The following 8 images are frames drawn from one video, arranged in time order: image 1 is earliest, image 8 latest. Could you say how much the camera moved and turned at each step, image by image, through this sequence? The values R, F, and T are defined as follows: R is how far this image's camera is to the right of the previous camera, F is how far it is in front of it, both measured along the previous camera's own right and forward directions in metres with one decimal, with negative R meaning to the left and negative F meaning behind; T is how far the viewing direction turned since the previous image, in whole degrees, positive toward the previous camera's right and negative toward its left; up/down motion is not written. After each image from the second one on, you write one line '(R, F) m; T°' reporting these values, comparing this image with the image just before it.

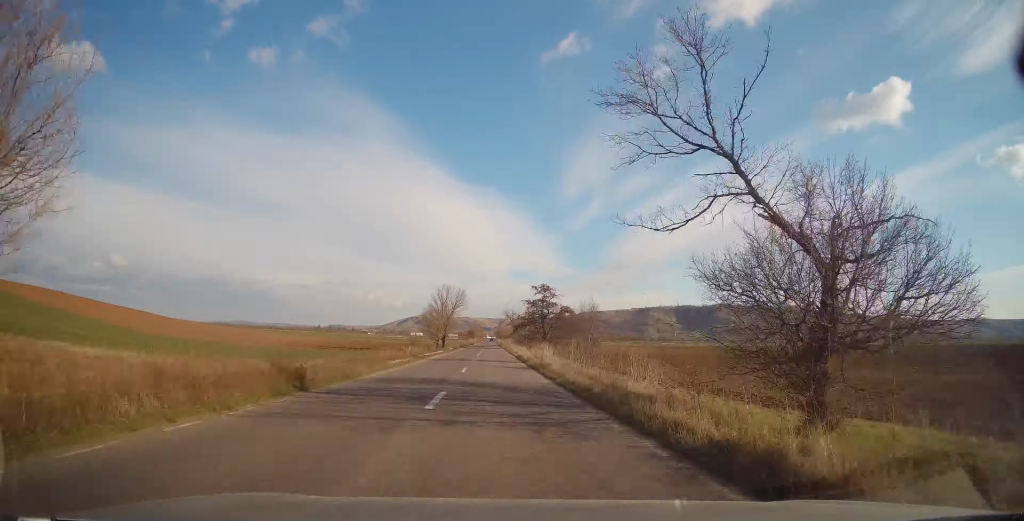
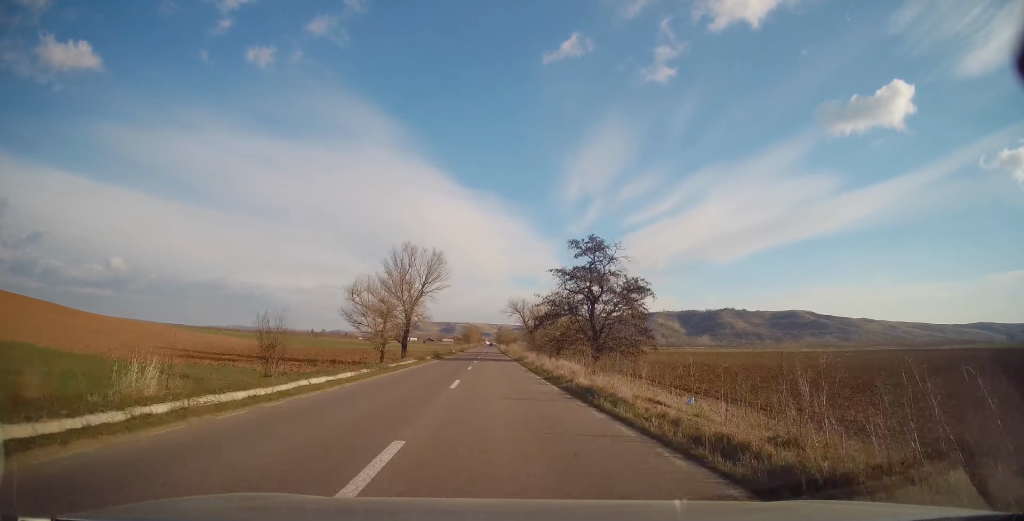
(+0.4, +42.5) m; +1°
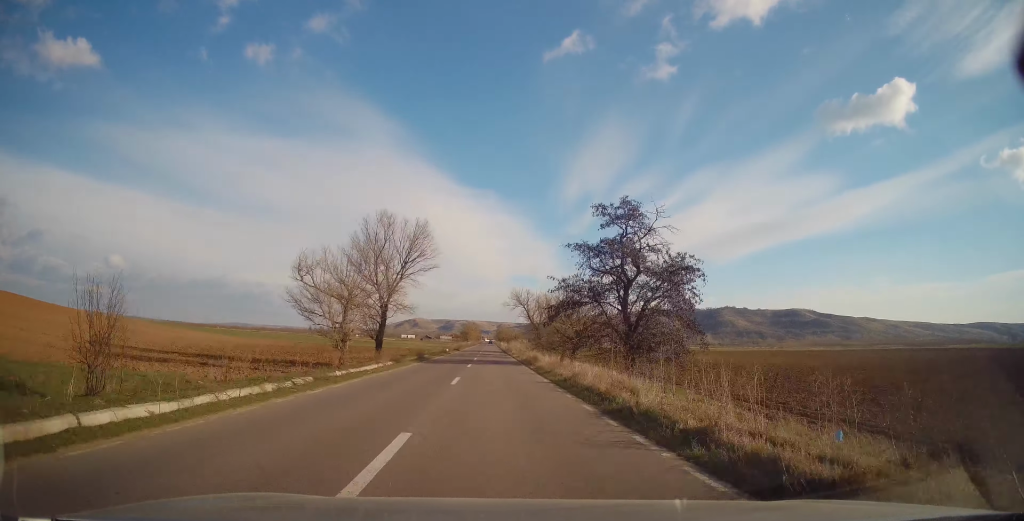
(0.0, +11.6) m; 0°
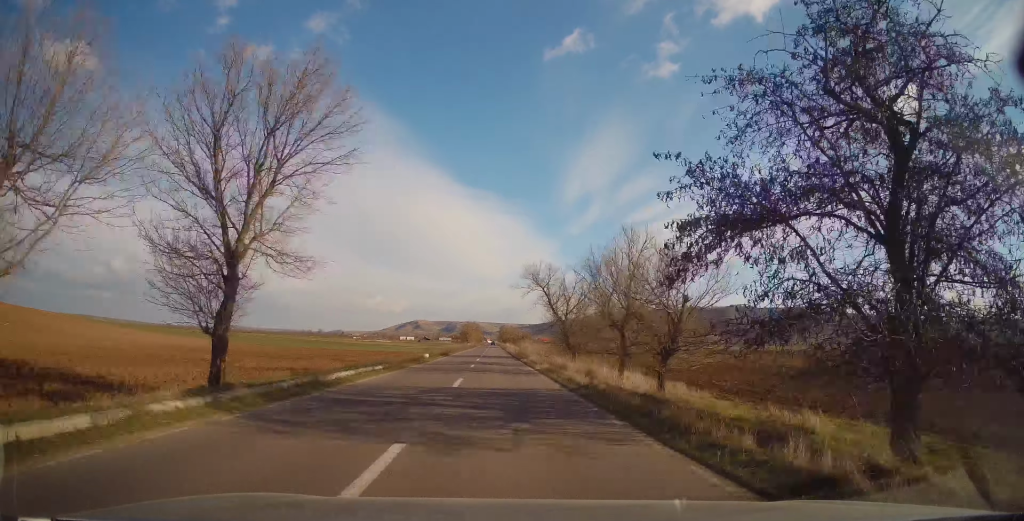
(-0.2, +23.7) m; 0°
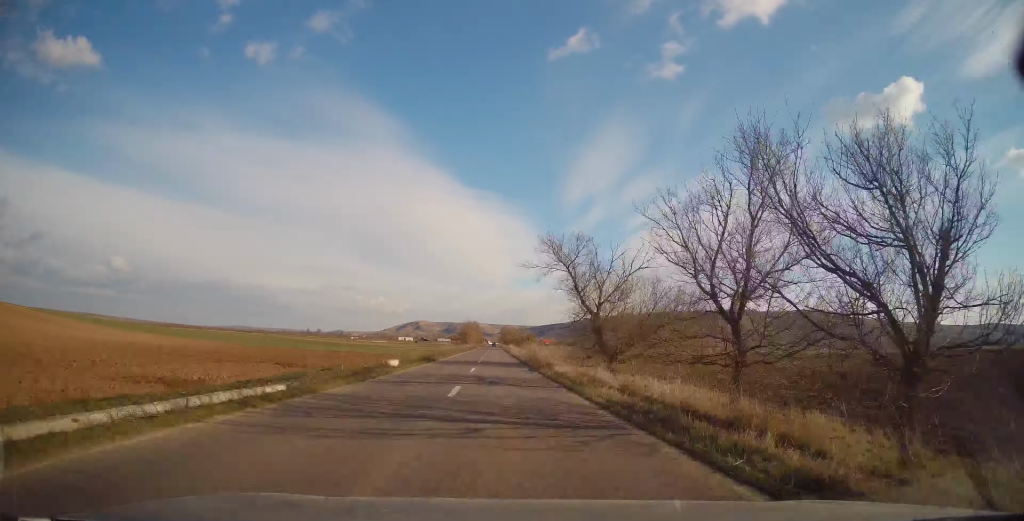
(-0.3, +15.0) m; 0°
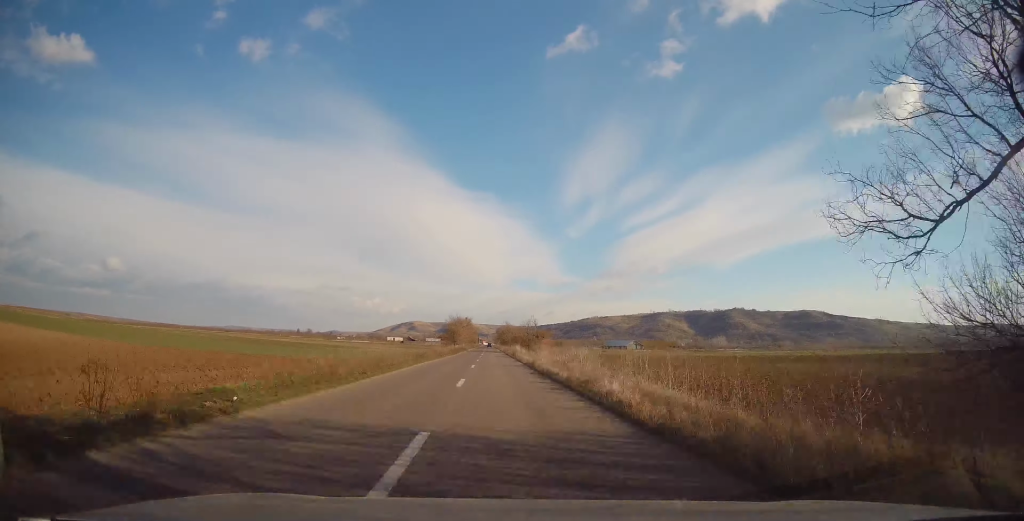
(+0.8, +32.8) m; +1°
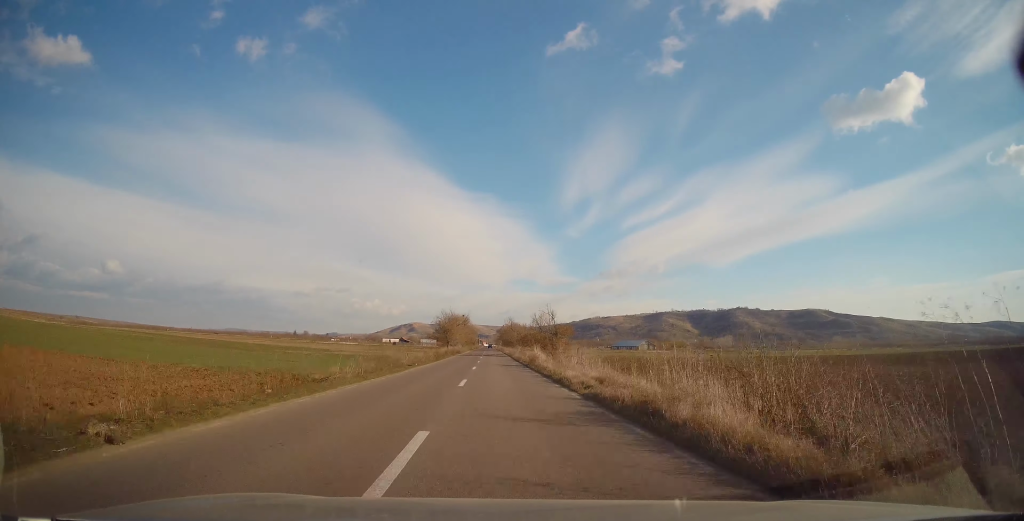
(0.0, +23.6) m; -1°
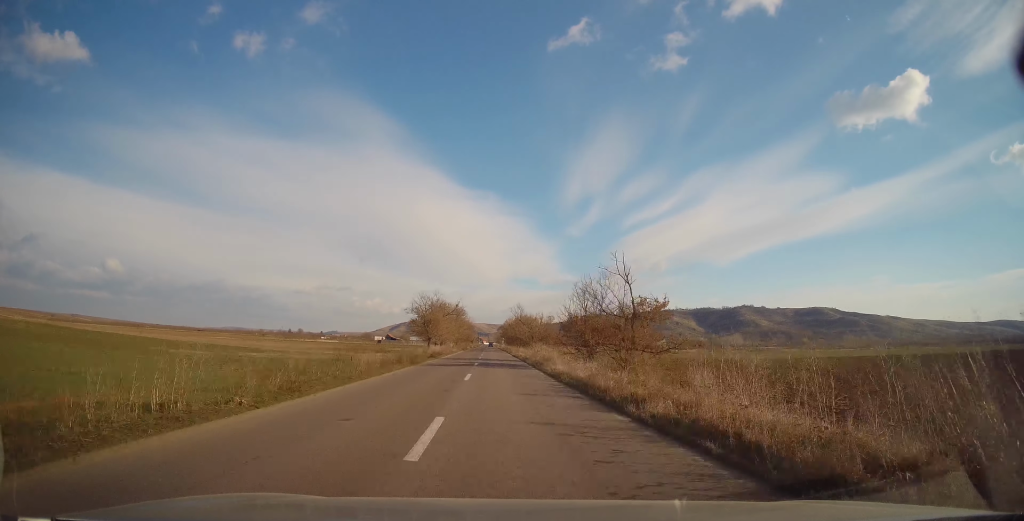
(-0.5, +34.2) m; 0°
